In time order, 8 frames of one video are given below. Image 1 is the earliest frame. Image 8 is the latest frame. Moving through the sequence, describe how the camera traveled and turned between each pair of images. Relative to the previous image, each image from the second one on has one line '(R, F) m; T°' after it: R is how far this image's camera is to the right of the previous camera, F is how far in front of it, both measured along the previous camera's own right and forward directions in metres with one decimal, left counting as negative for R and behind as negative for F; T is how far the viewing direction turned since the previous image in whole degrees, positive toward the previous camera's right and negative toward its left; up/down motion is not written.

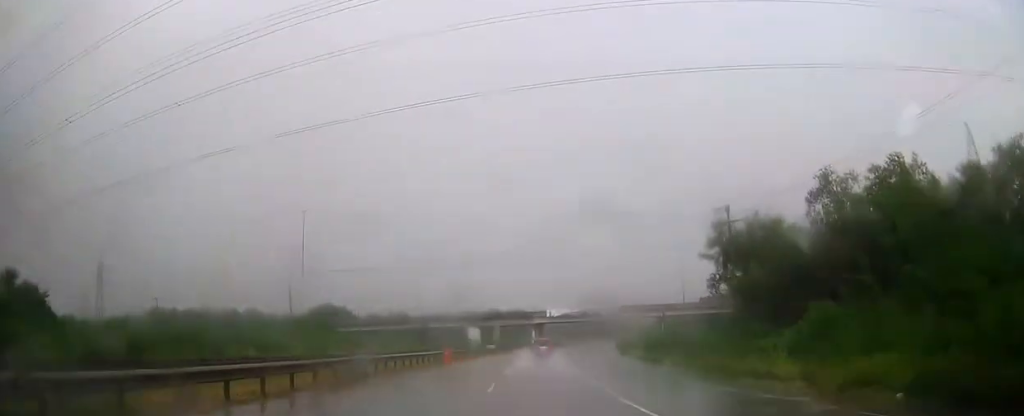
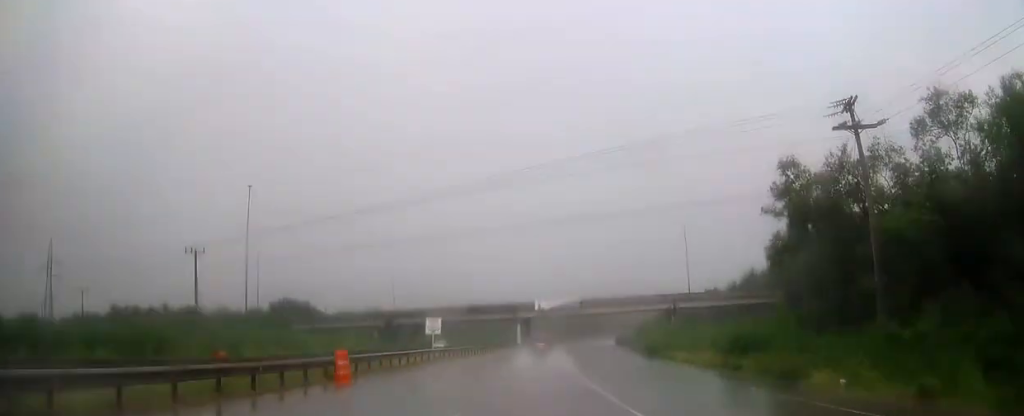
(+0.5, +22.6) m; +2°
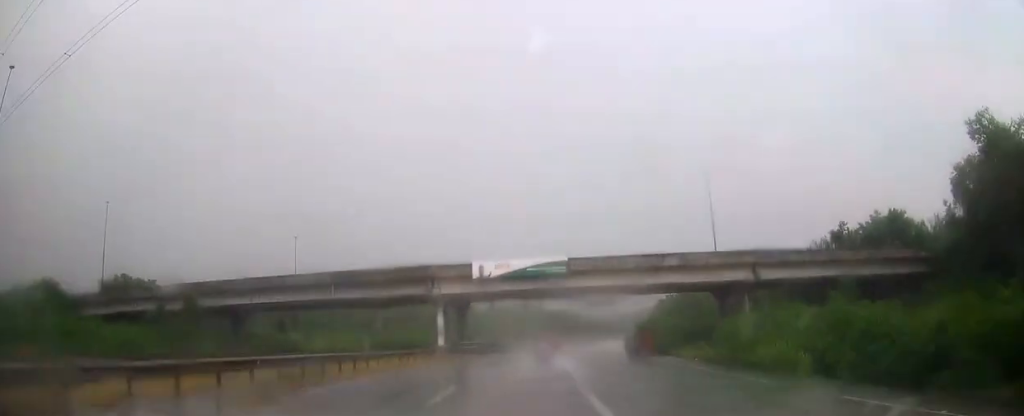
(+2.7, +60.0) m; +5°
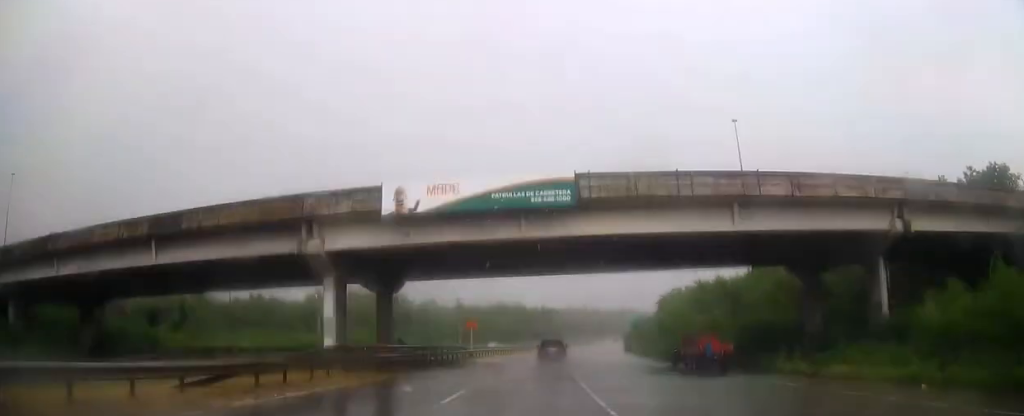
(+0.2, +28.9) m; +2°
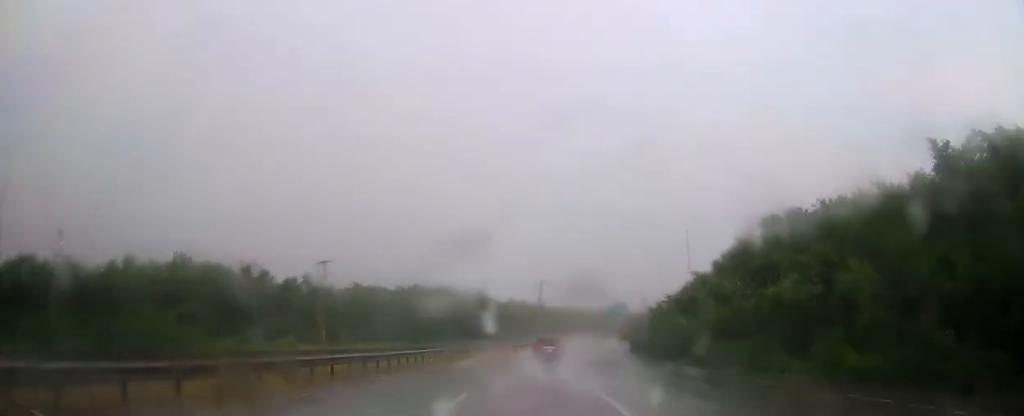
(+3.3, +64.8) m; +6°
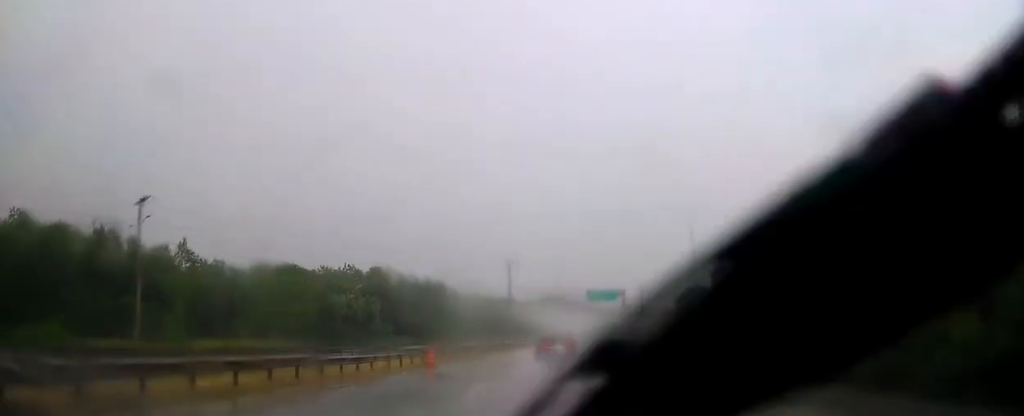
(+1.6, +35.6) m; +4°
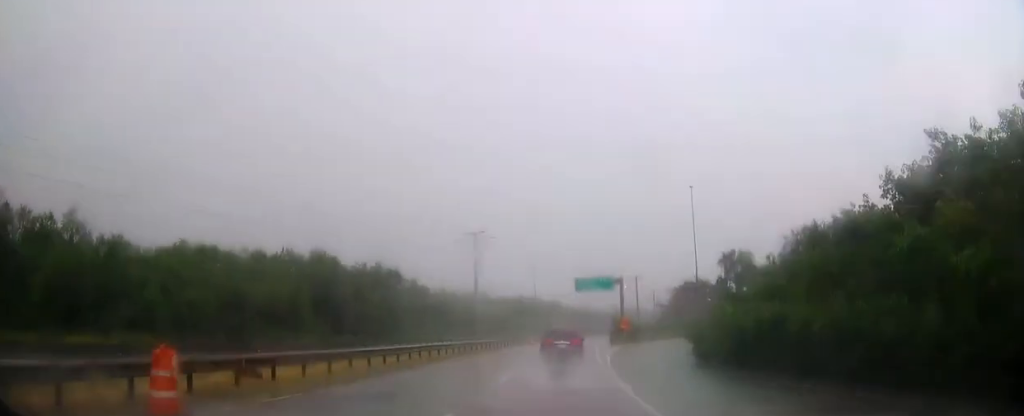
(0.0, +20.6) m; +2°
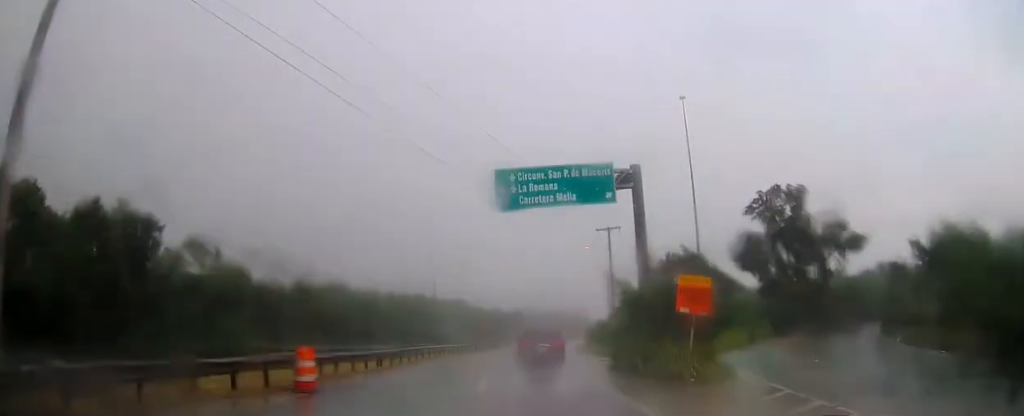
(+3.7, +53.3) m; +7°
